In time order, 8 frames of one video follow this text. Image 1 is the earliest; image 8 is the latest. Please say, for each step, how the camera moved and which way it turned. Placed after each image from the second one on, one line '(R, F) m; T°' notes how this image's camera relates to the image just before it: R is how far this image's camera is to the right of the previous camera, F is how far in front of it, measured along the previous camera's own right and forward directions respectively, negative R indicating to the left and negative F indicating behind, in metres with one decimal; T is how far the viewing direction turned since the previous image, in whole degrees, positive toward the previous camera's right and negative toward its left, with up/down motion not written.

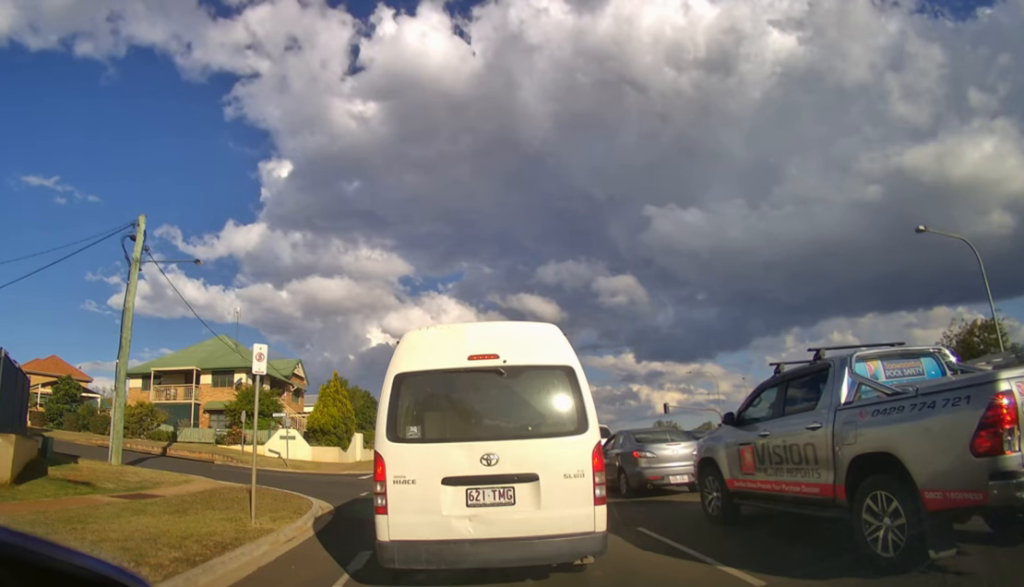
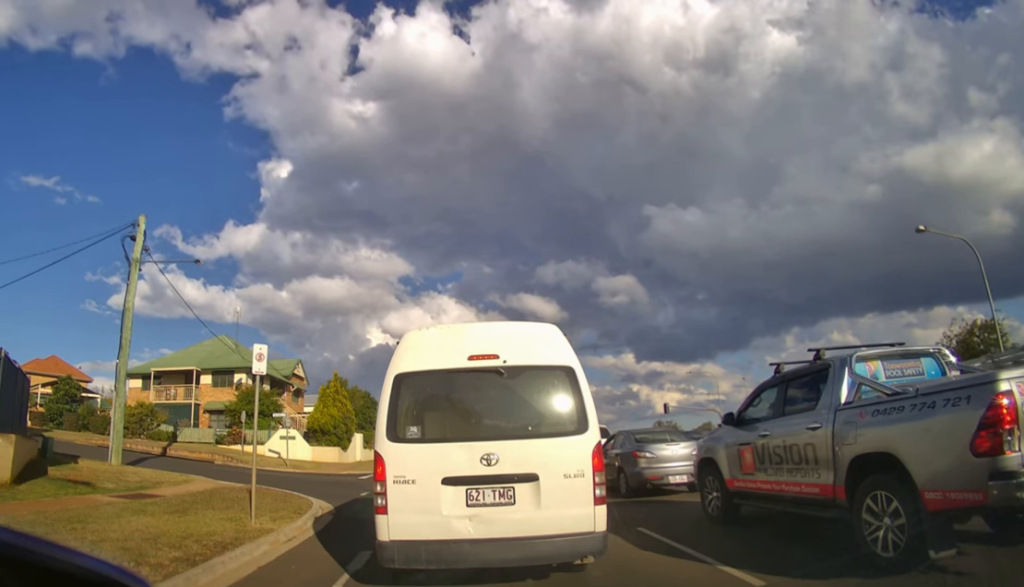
(0.0, 0.0) m; 0°
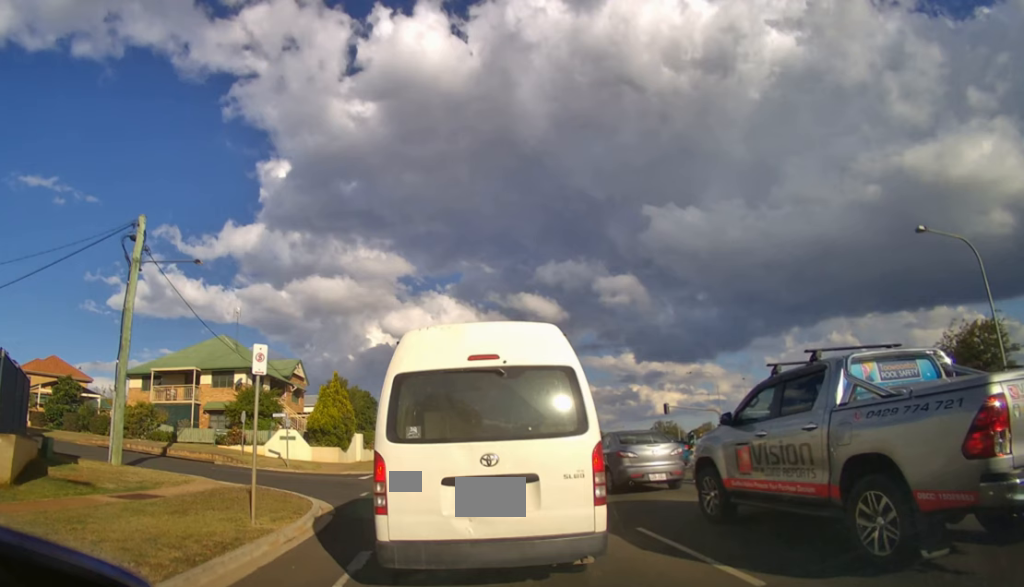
(0.0, 0.0) m; 0°
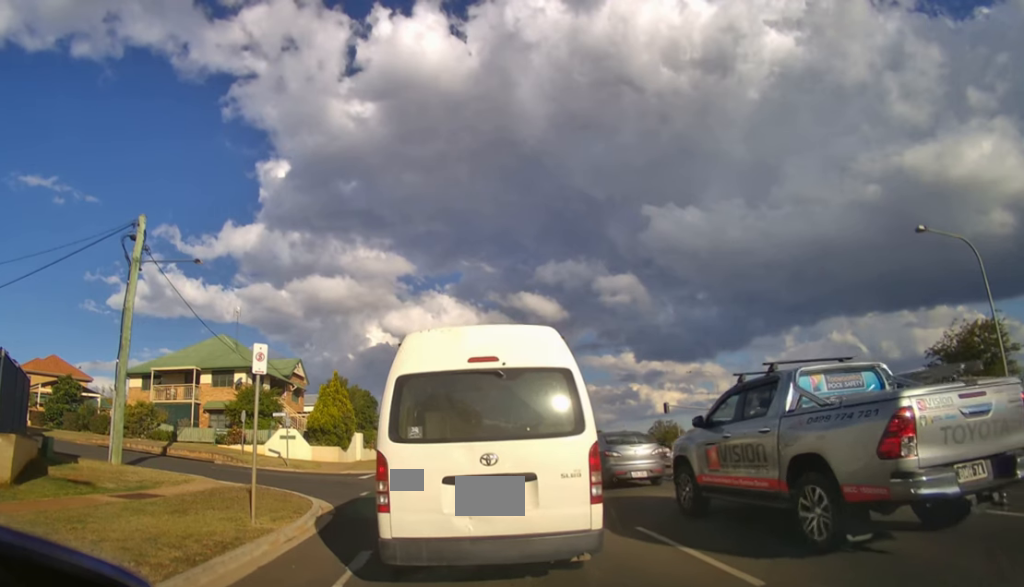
(0.0, 0.0) m; 0°
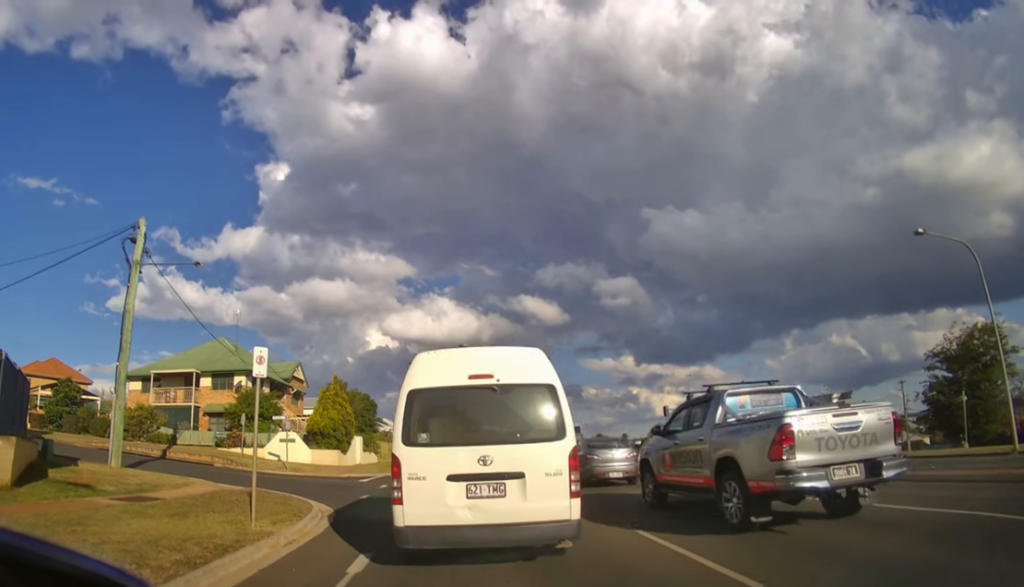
(0.0, 0.0) m; 0°
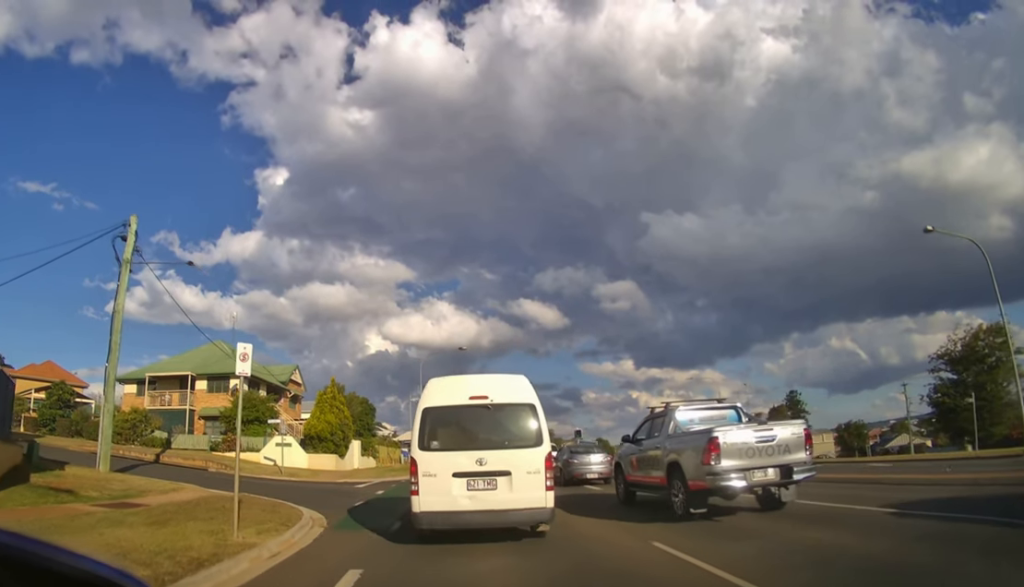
(0.0, +0.1) m; 0°
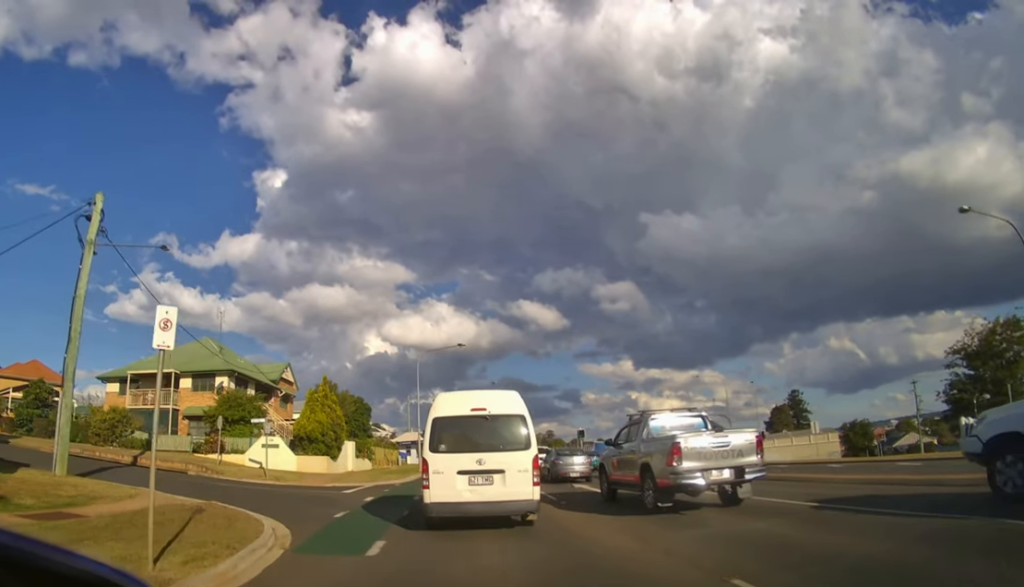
(-0.1, +1.0) m; -2°
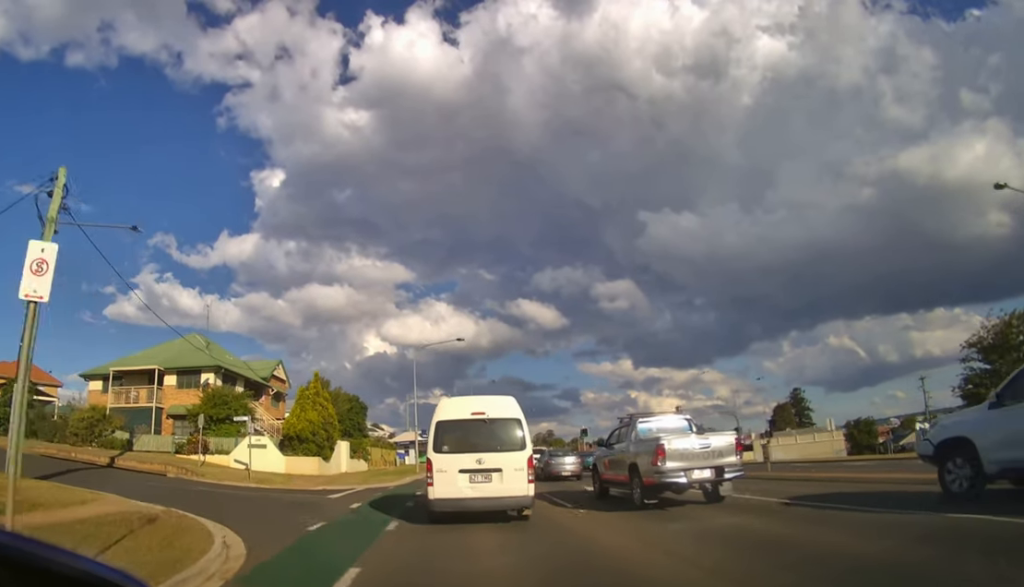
(0.0, +1.0) m; -1°
